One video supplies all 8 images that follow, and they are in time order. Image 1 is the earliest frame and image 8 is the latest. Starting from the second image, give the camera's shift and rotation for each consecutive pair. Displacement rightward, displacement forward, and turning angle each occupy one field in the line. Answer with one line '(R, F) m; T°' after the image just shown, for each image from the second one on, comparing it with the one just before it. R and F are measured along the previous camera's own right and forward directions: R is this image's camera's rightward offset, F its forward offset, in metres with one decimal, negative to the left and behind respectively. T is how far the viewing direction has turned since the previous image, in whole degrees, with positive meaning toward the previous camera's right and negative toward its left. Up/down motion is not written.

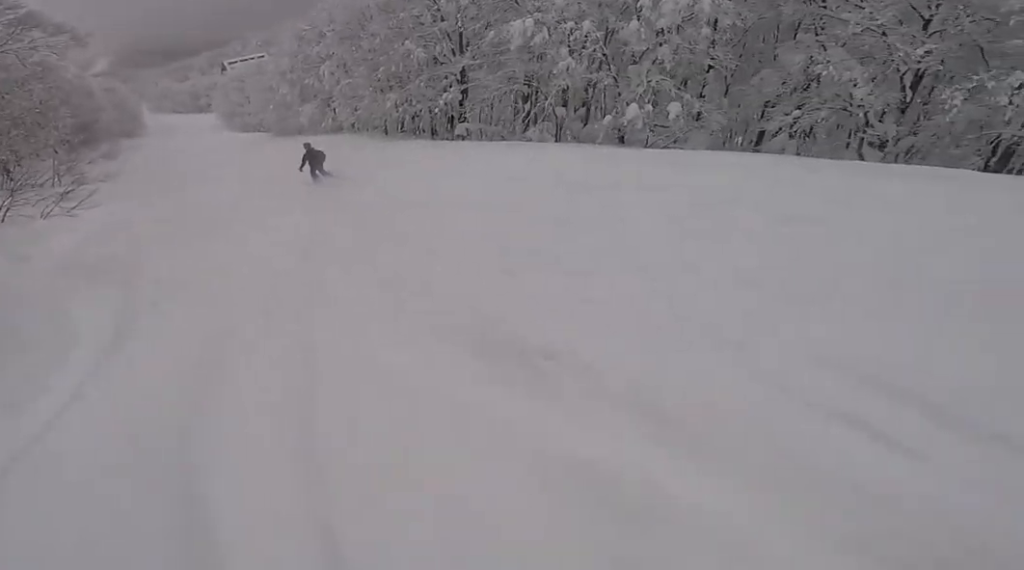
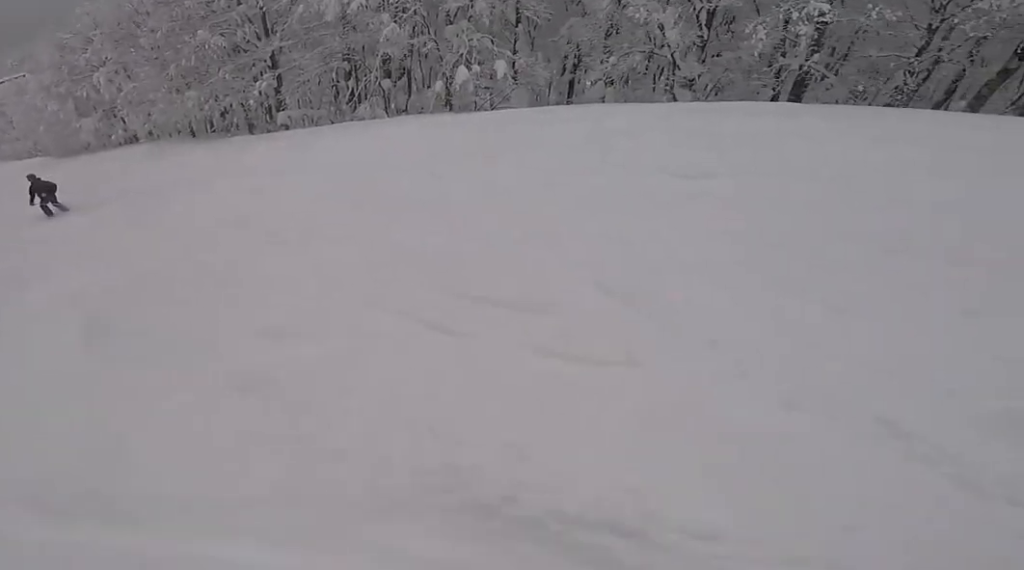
(+0.3, +2.1) m; +9°
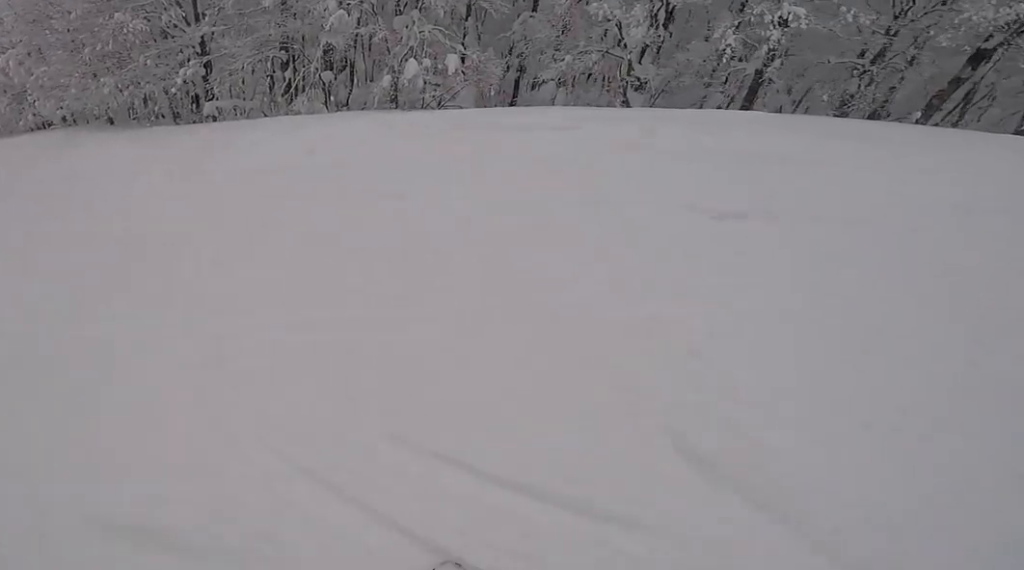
(+0.1, +1.8) m; +1°
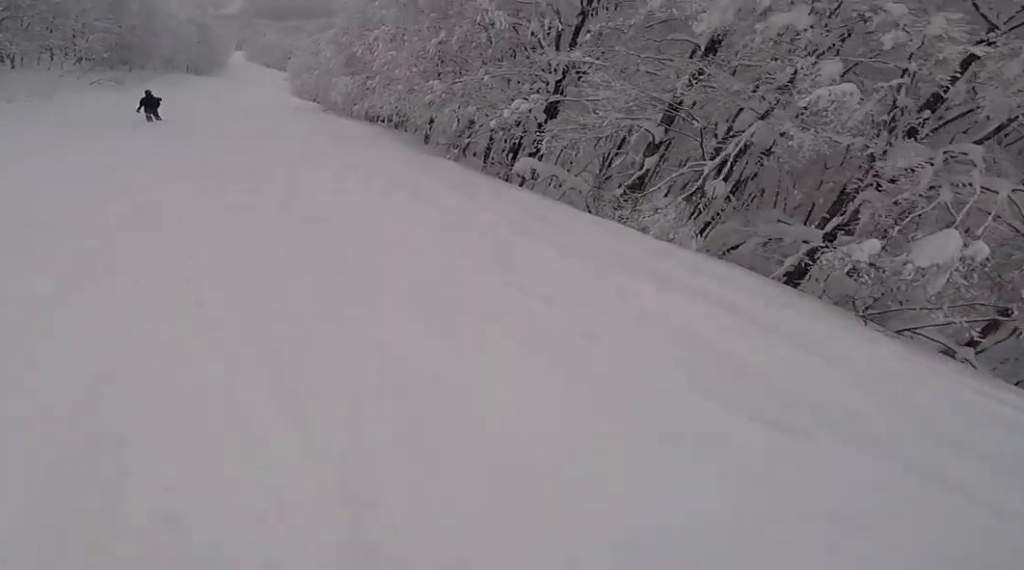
(-0.9, +6.6) m; -35°
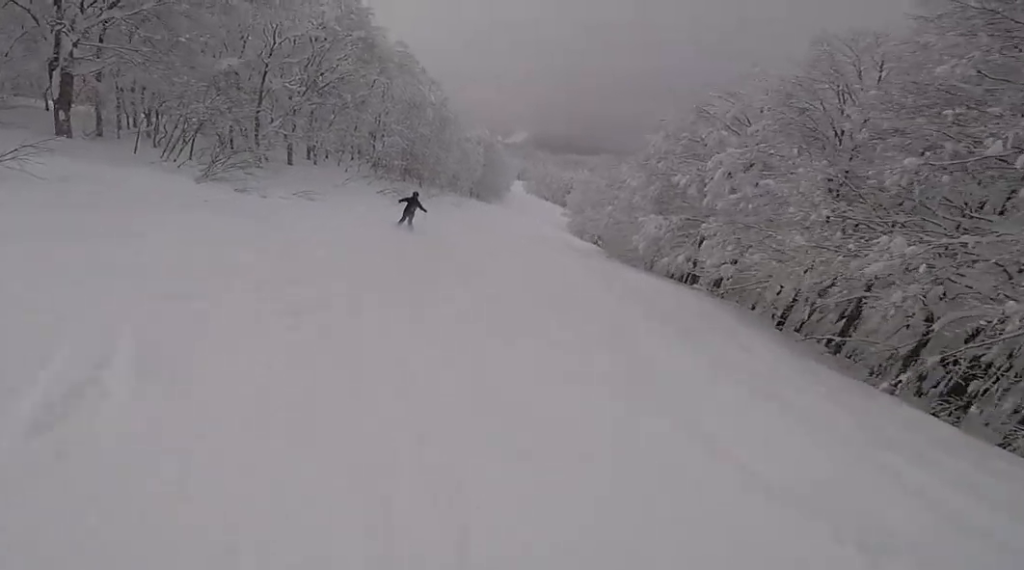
(-2.3, +5.9) m; -18°
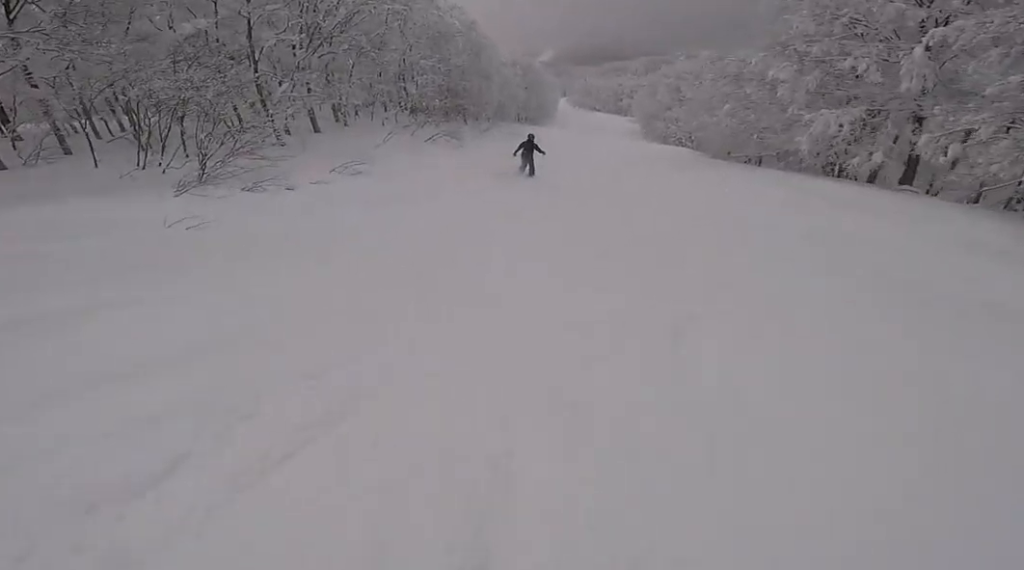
(+0.1, +5.4) m; +10°
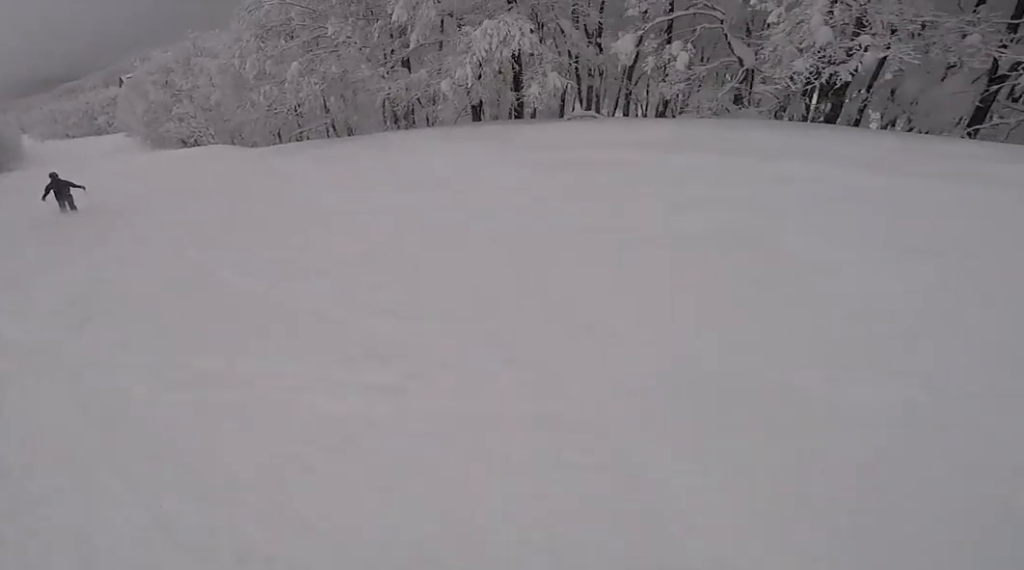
(+3.0, +11.8) m; +22°
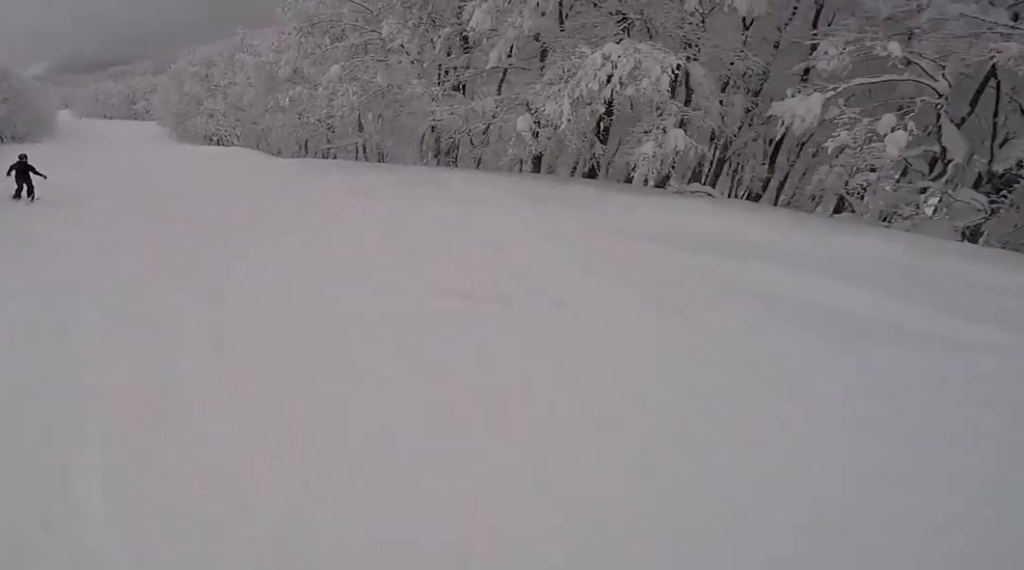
(+0.1, +3.5) m; -3°
